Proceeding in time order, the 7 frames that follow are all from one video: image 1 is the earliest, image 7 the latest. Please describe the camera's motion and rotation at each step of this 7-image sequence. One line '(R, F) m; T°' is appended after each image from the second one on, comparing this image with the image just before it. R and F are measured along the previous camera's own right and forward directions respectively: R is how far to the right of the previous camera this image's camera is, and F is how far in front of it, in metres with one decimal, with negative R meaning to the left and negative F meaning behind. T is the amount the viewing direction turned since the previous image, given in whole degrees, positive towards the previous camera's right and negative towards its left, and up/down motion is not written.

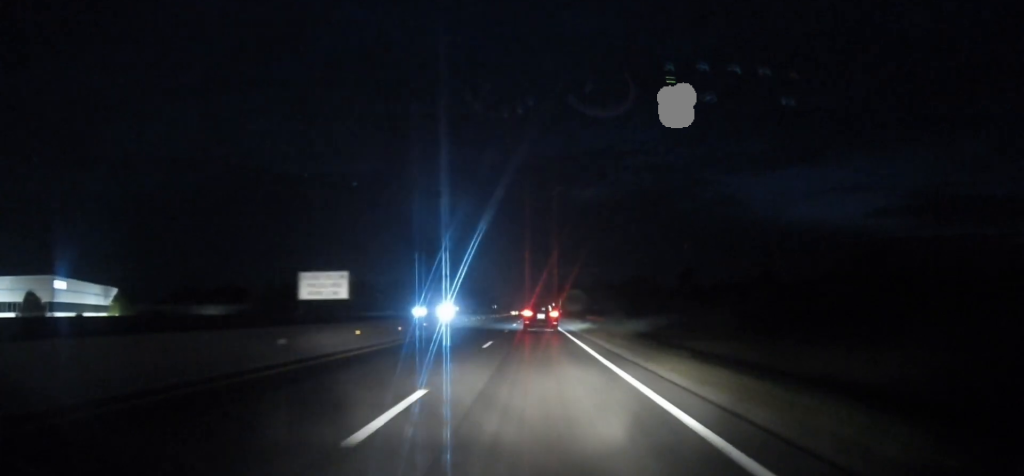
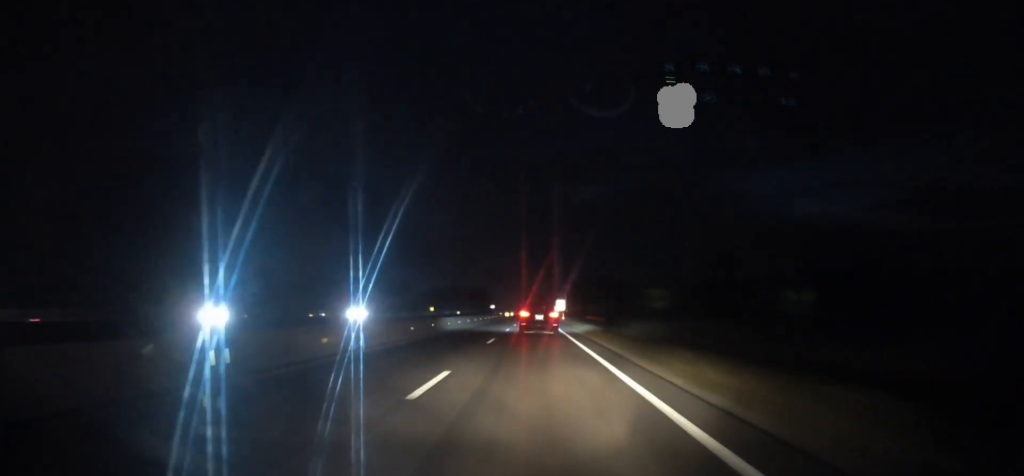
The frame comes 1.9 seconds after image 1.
(-0.2, +57.1) m; -1°
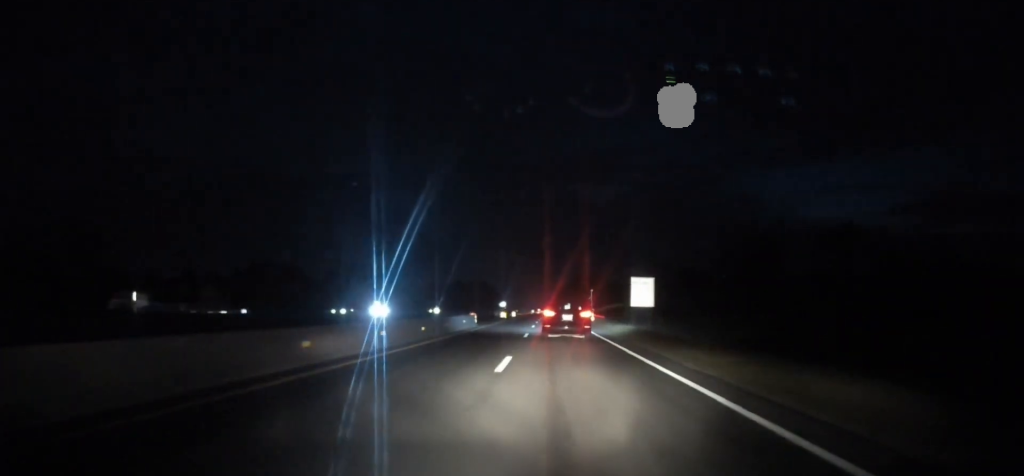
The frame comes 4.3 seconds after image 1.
(-0.5, +72.0) m; 0°
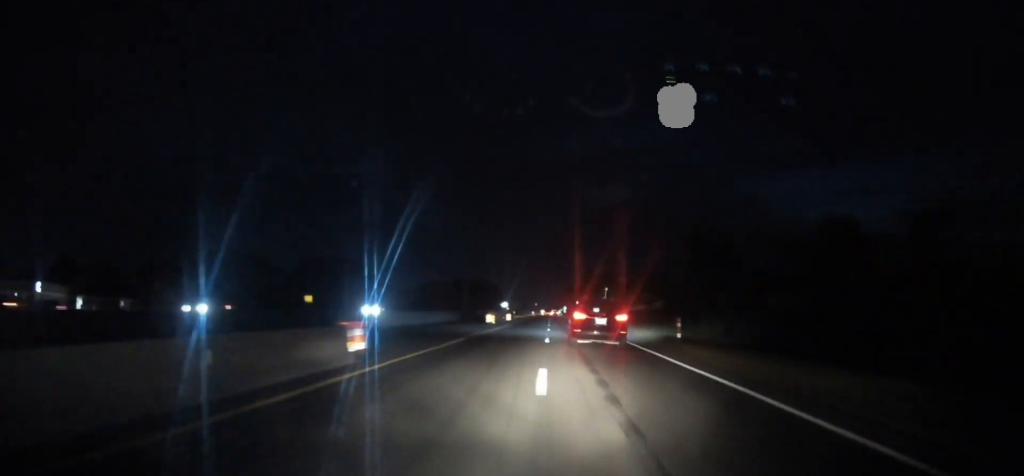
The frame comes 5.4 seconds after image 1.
(-0.1, +34.0) m; 0°
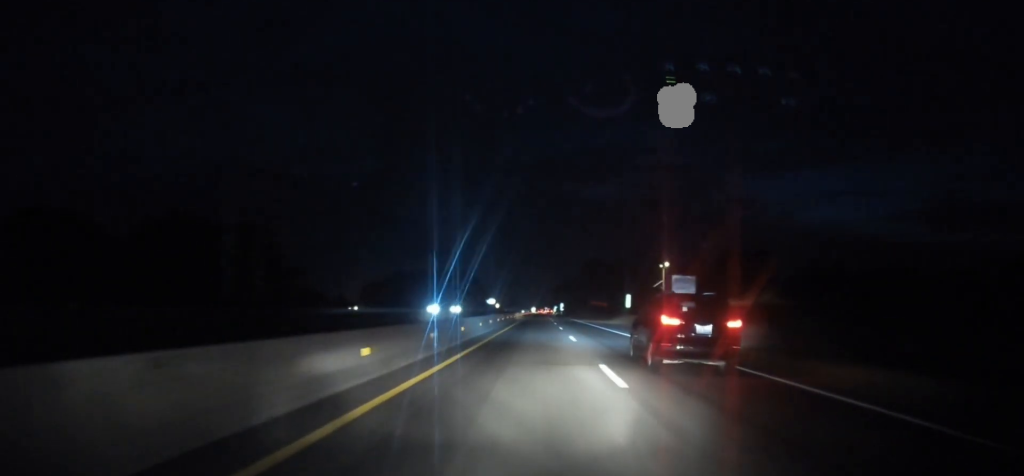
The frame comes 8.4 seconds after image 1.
(+0.5, +89.5) m; 0°
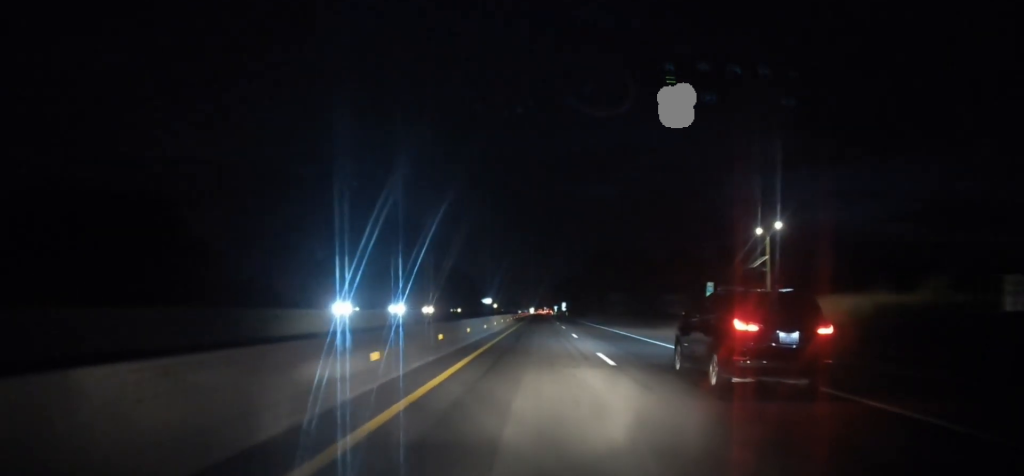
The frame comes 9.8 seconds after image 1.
(0.0, +41.5) m; 0°
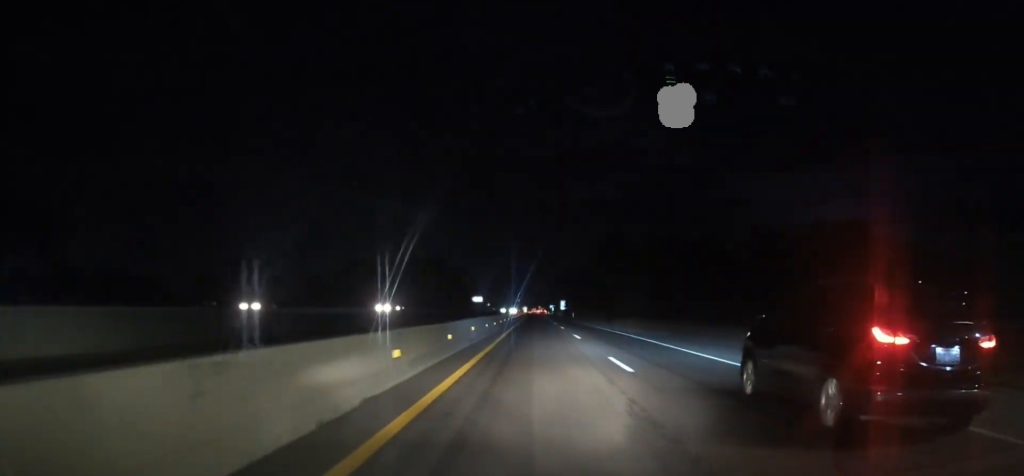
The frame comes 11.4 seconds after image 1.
(+0.5, +46.4) m; 0°
